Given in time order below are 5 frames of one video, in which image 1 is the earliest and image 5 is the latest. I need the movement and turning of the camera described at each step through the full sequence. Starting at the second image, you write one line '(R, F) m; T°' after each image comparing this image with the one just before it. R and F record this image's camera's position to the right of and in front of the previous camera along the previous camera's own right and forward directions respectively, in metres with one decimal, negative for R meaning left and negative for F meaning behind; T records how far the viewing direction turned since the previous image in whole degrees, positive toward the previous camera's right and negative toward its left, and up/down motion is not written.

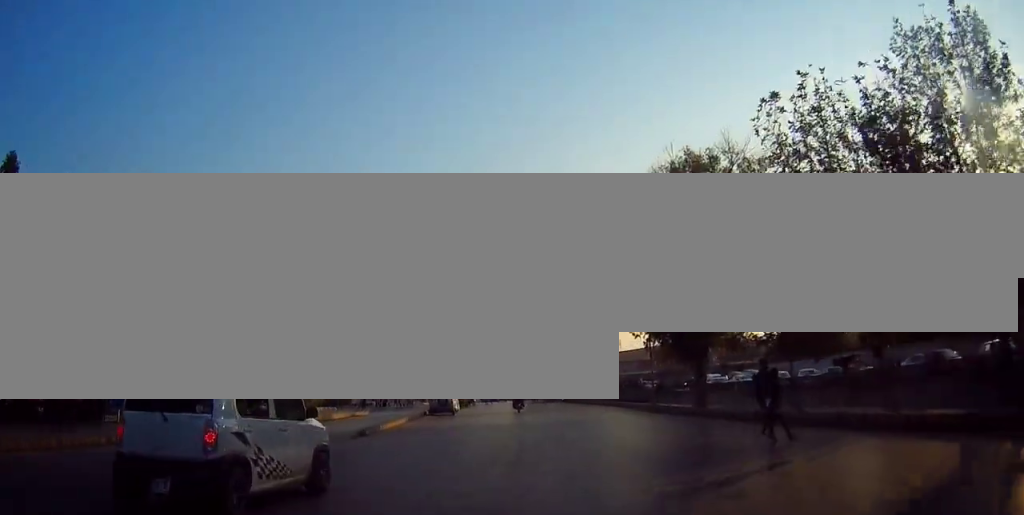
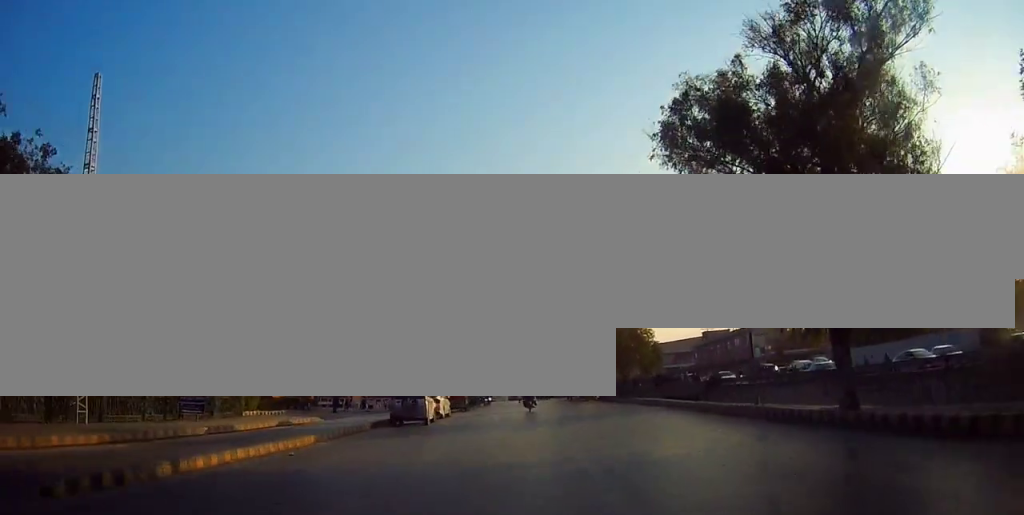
(-0.4, +15.4) m; -4°
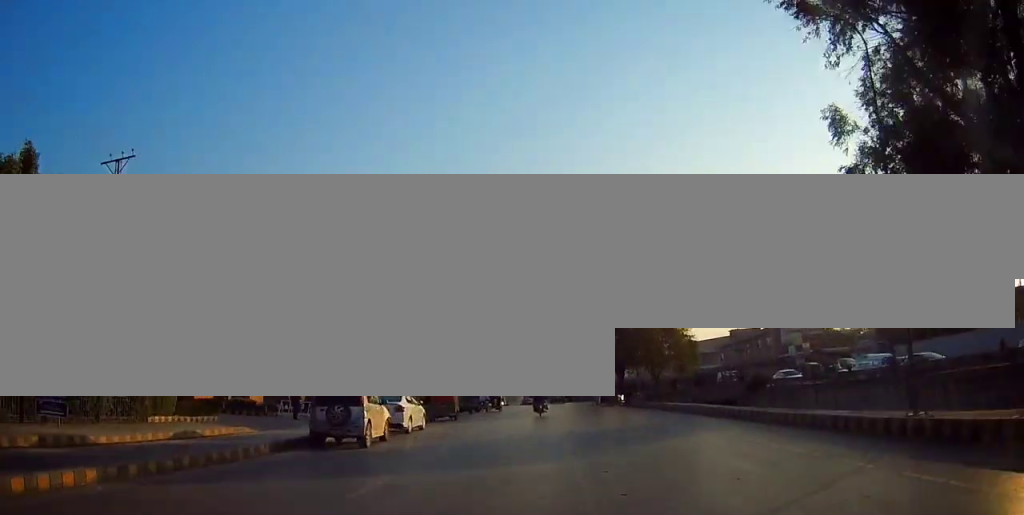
(-0.4, +9.8) m; -1°
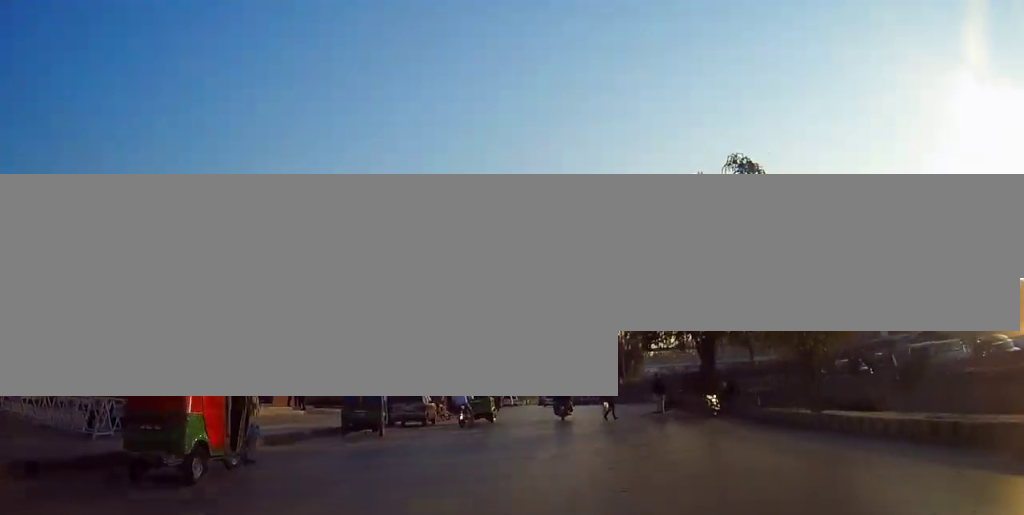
(-0.2, +24.8) m; 0°
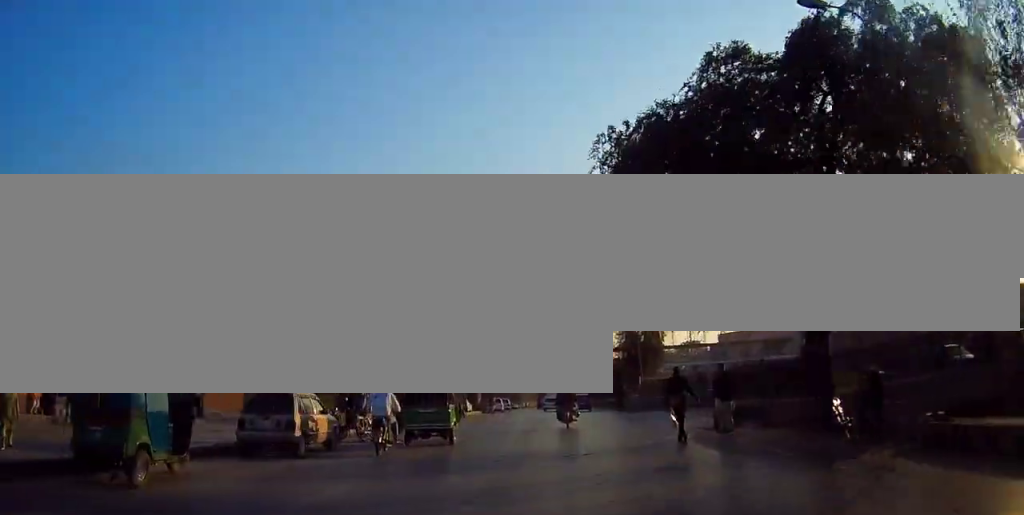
(0.0, +12.0) m; 0°
